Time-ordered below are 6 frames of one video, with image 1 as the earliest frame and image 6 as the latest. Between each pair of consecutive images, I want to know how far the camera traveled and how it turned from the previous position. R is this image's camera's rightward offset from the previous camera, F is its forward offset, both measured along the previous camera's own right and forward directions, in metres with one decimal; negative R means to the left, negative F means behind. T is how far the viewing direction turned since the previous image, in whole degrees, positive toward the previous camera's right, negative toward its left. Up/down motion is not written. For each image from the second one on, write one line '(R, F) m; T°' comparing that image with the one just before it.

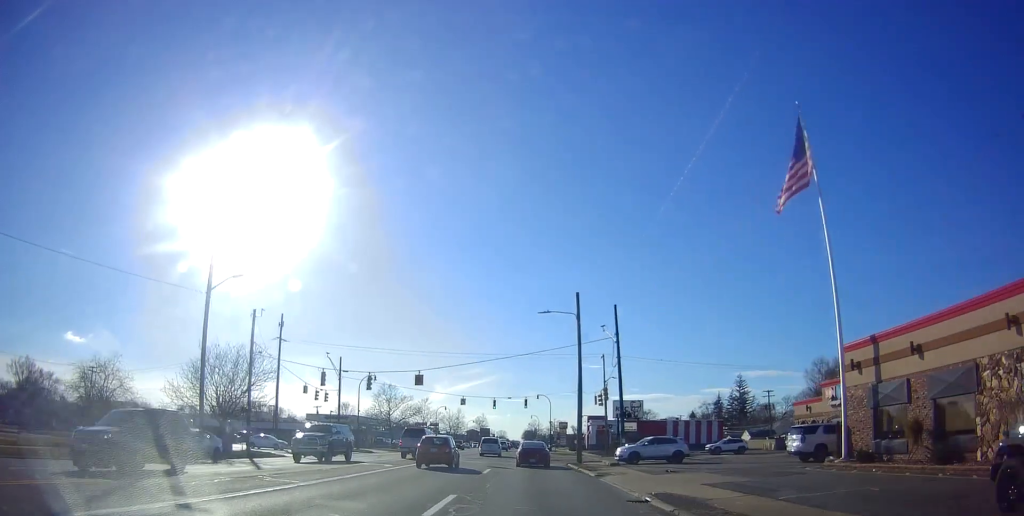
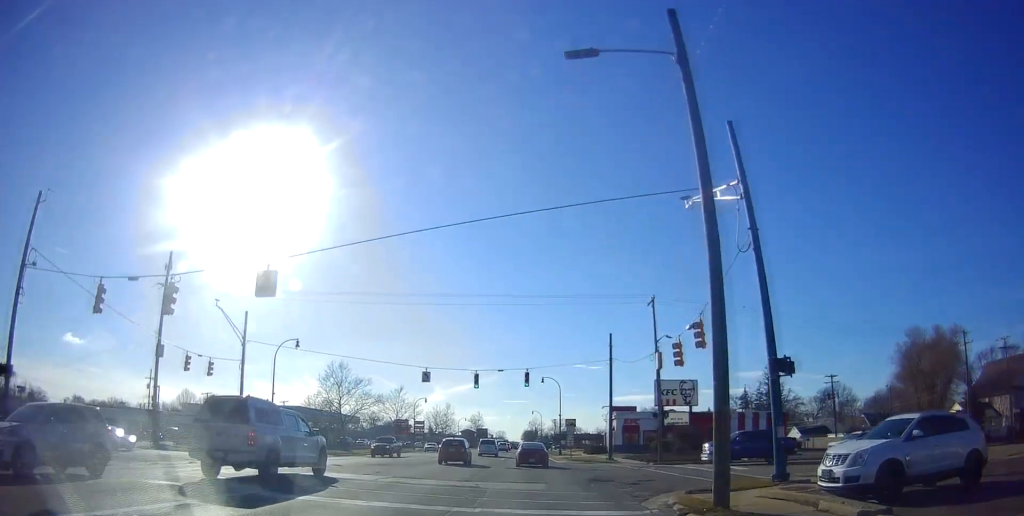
(+0.8, +29.9) m; +3°
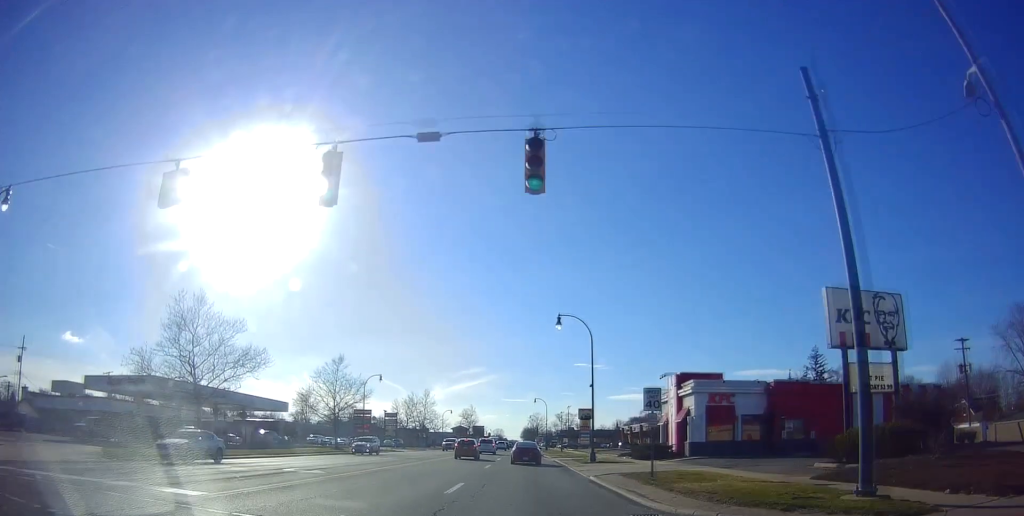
(0.0, +33.5) m; -2°
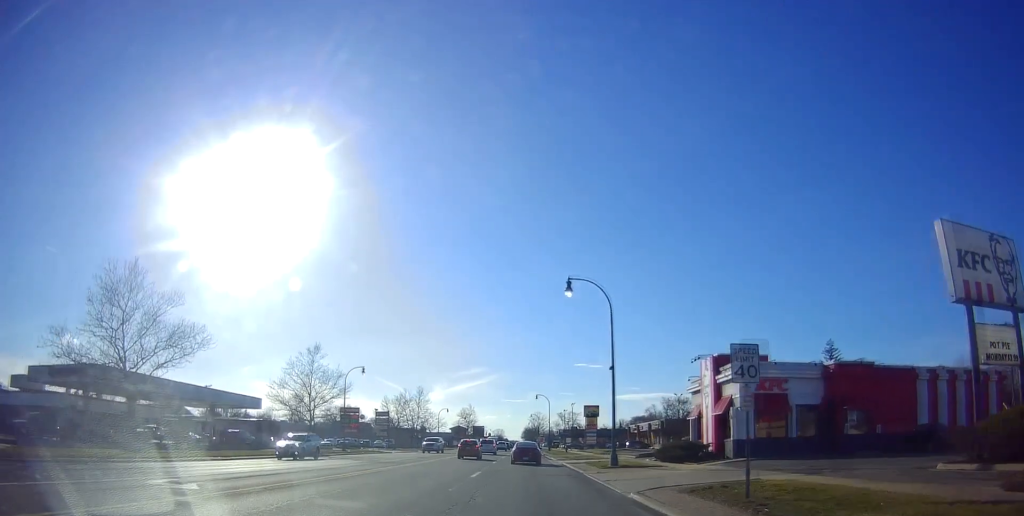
(-0.1, +7.5) m; -1°
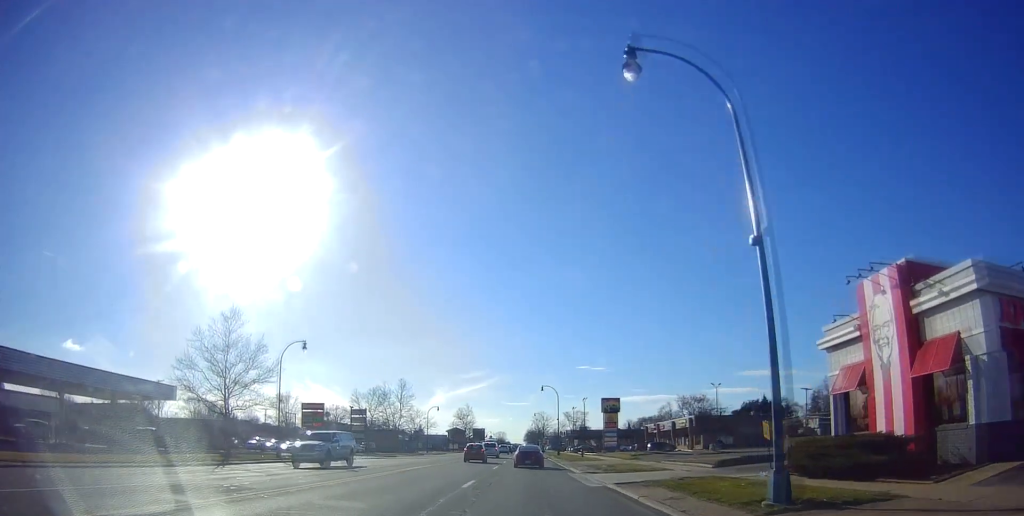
(0.0, +16.7) m; 0°
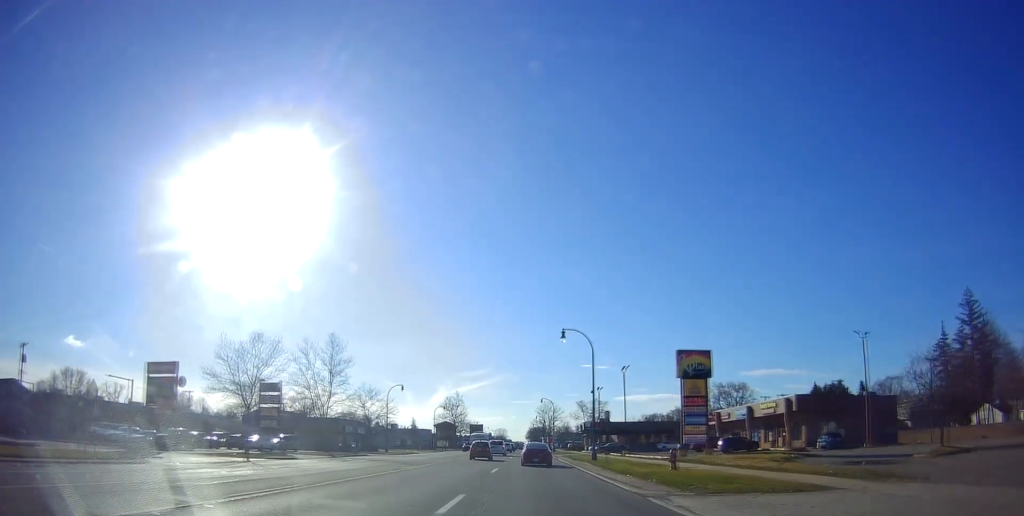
(-0.3, +35.7) m; -1°
